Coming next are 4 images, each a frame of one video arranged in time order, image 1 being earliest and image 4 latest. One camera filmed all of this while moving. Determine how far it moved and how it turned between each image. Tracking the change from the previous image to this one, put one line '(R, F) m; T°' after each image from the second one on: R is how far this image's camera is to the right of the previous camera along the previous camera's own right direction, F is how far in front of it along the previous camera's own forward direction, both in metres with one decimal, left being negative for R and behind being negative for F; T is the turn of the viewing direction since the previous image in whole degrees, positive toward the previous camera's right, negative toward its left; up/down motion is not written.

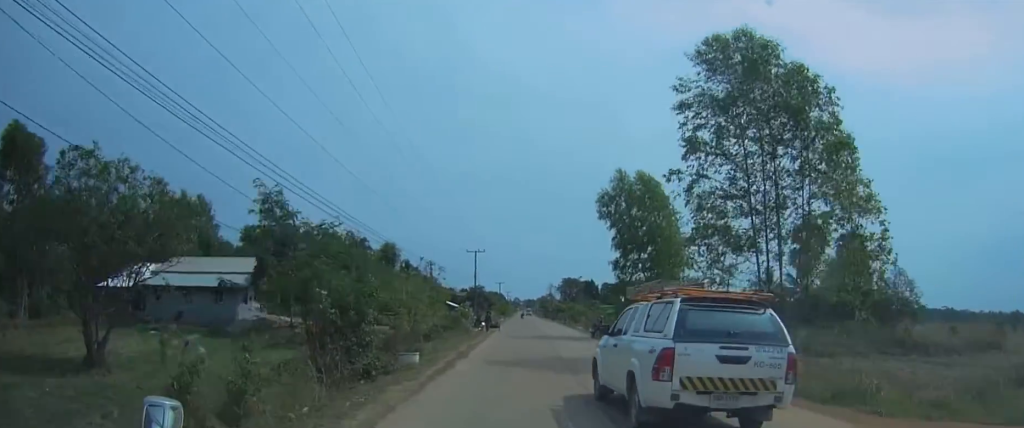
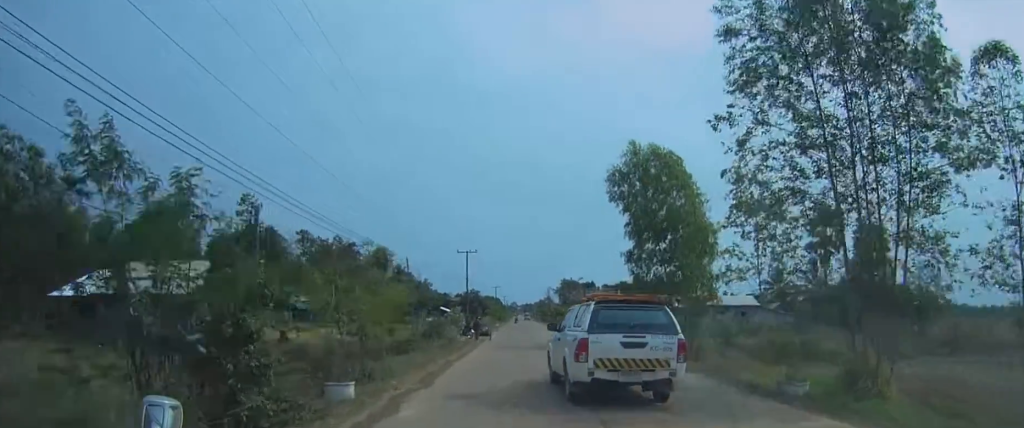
(0.0, +7.1) m; 0°
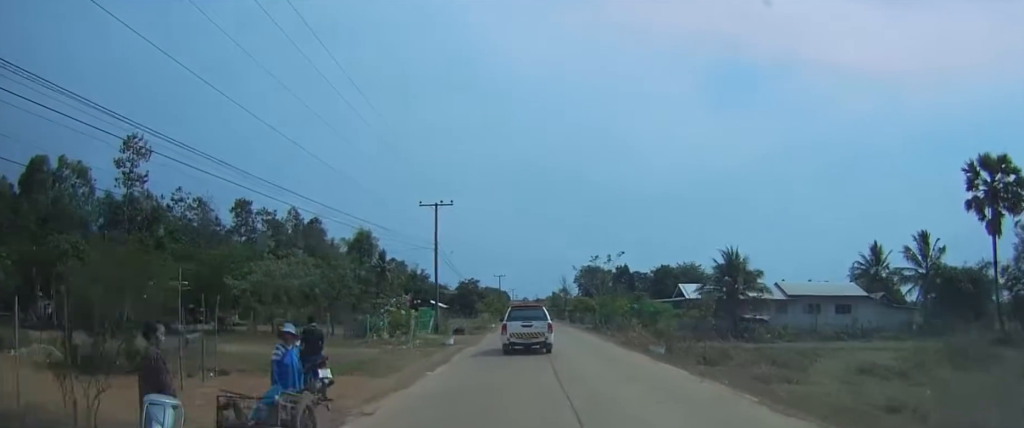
(-0.2, +33.8) m; -1°
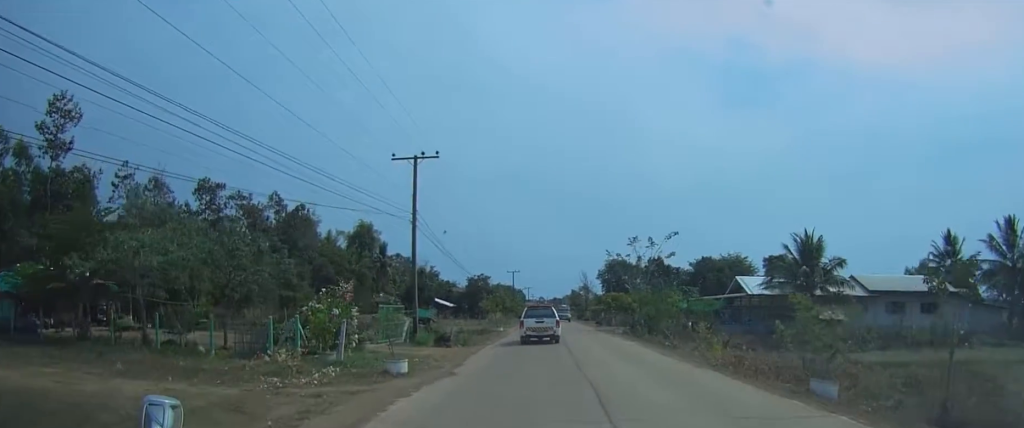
(-0.3, +15.4) m; -1°
